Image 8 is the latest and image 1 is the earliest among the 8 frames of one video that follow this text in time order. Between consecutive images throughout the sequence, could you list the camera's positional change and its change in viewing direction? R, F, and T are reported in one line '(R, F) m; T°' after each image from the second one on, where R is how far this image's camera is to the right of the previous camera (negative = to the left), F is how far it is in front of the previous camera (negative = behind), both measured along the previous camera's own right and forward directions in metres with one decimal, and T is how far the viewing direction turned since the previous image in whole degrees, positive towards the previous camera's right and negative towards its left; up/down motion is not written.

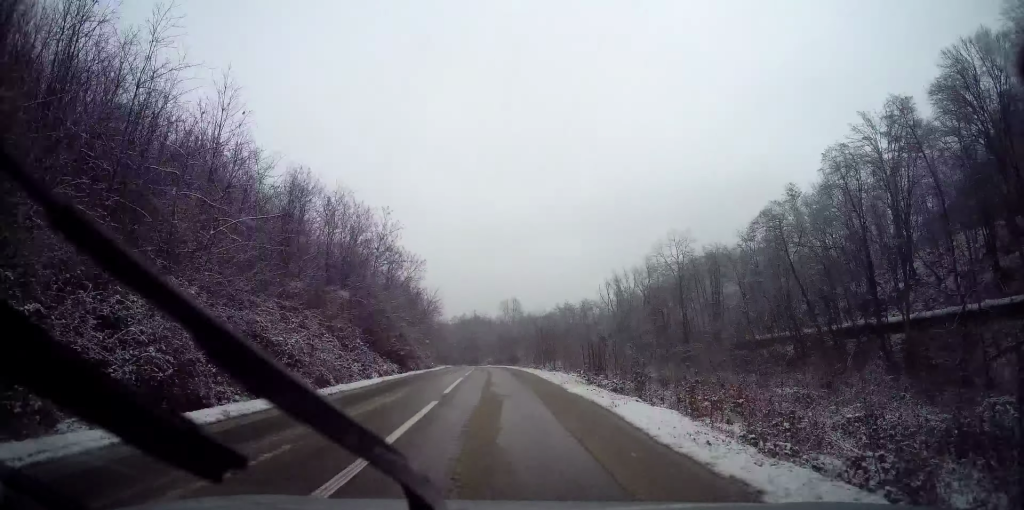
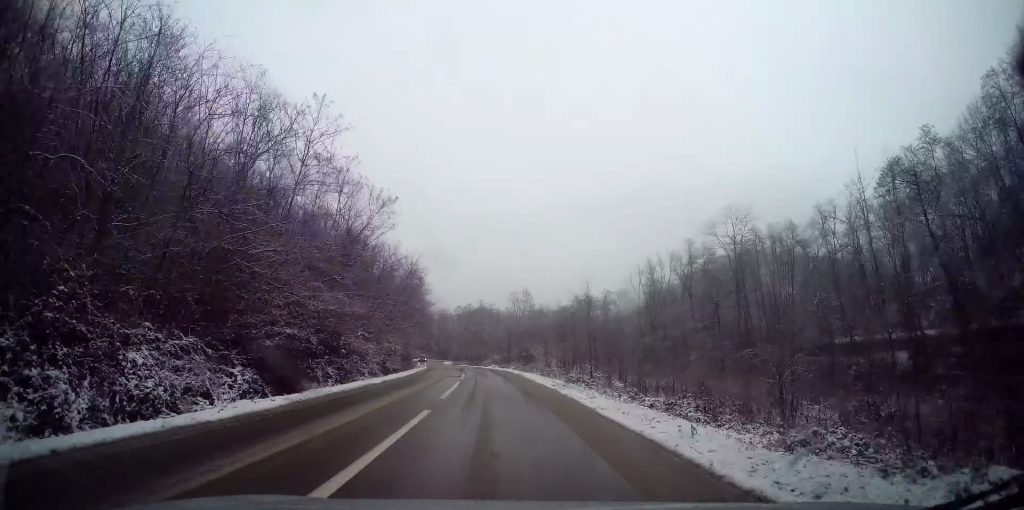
(0.0, +24.5) m; 0°
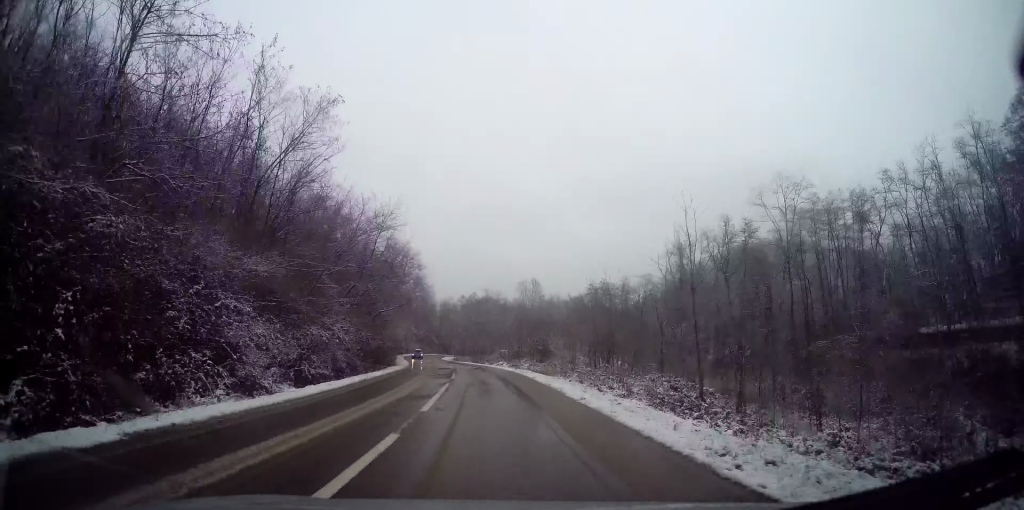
(0.0, +15.7) m; -1°
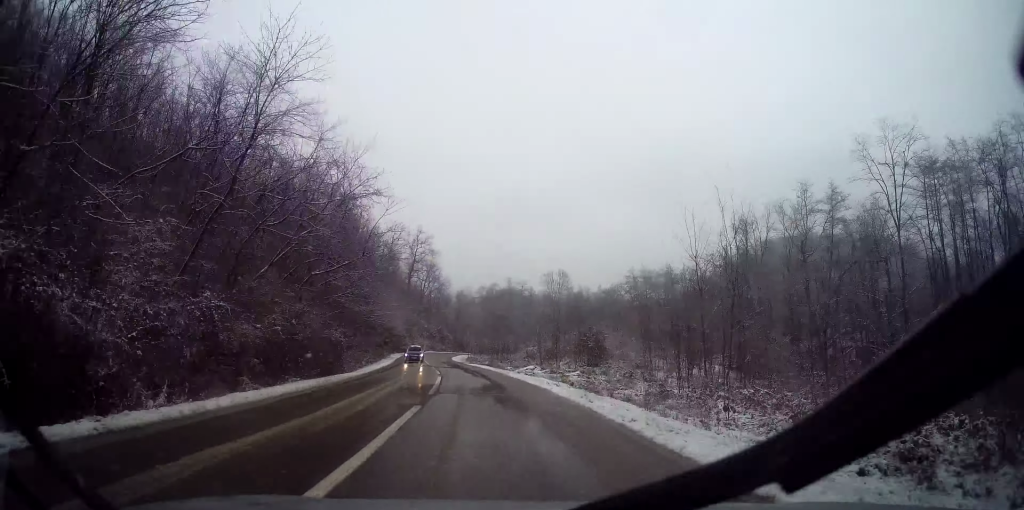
(-0.5, +20.4) m; -3°
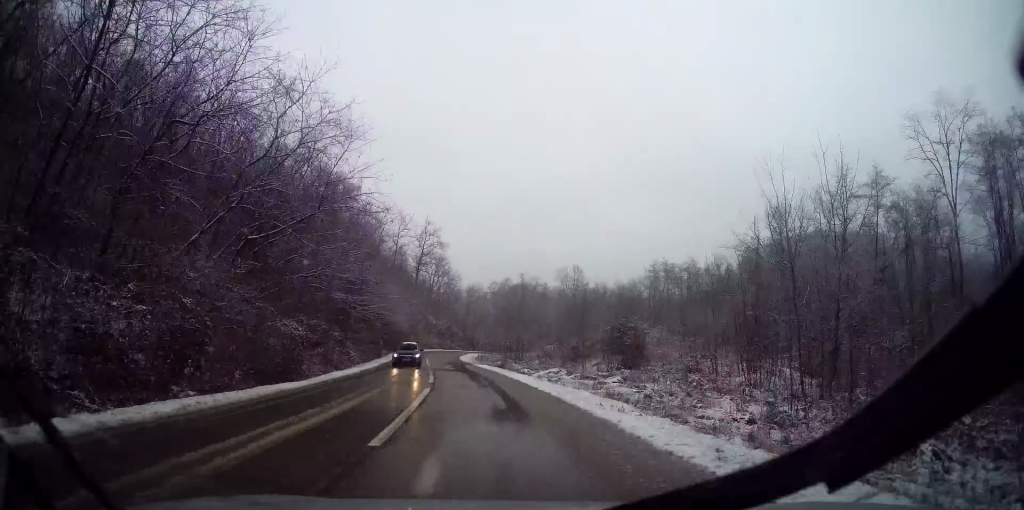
(+0.1, +7.7) m; -2°
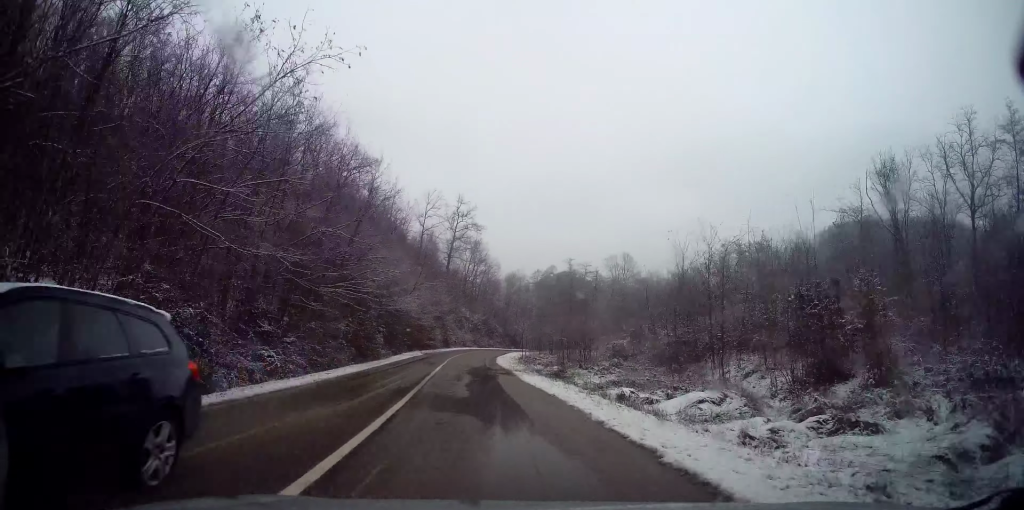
(-0.7, +18.2) m; -3°
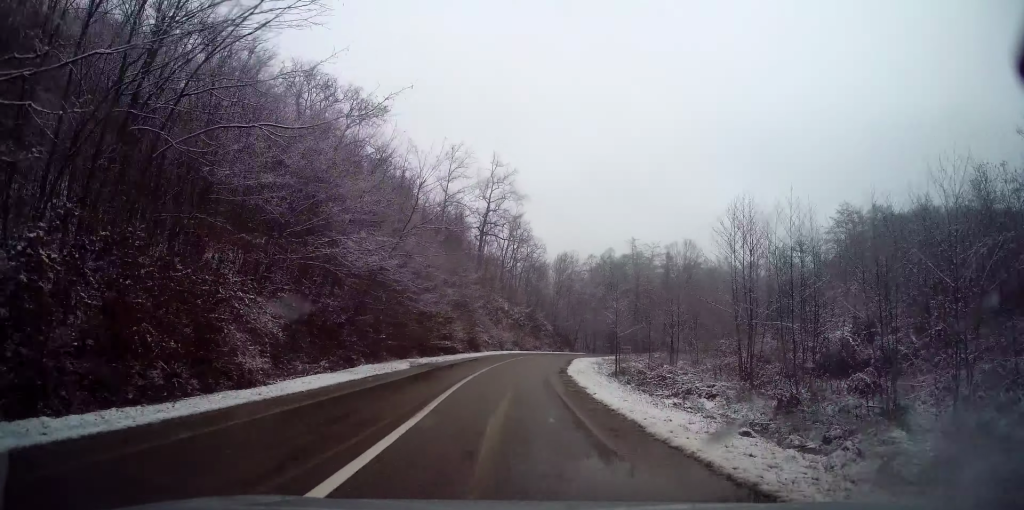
(-0.5, +25.8) m; -1°
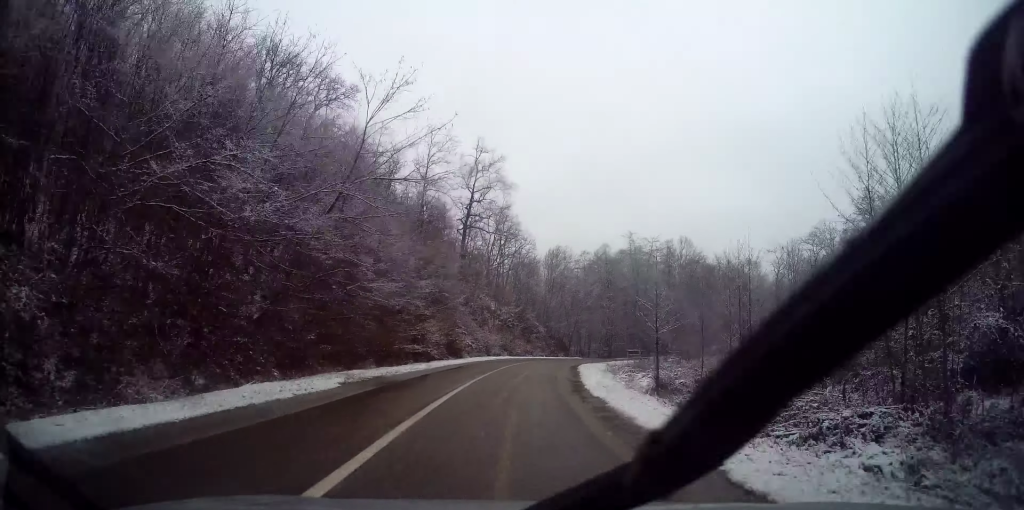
(0.0, +8.6) m; +1°
